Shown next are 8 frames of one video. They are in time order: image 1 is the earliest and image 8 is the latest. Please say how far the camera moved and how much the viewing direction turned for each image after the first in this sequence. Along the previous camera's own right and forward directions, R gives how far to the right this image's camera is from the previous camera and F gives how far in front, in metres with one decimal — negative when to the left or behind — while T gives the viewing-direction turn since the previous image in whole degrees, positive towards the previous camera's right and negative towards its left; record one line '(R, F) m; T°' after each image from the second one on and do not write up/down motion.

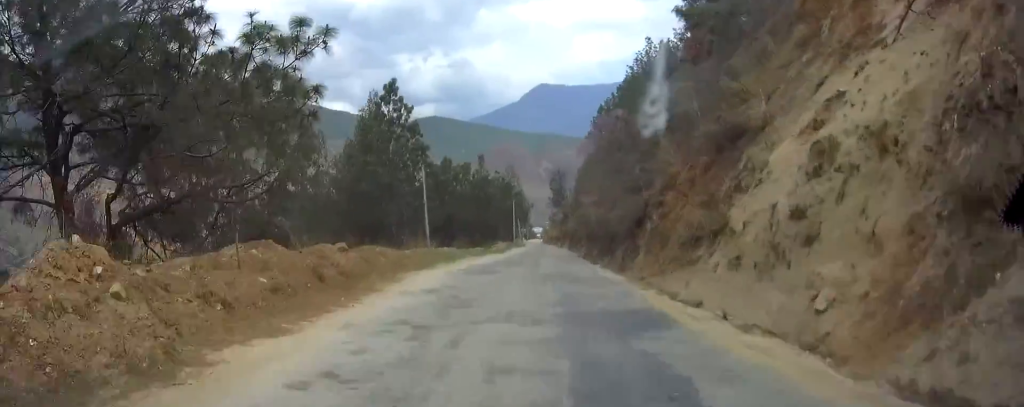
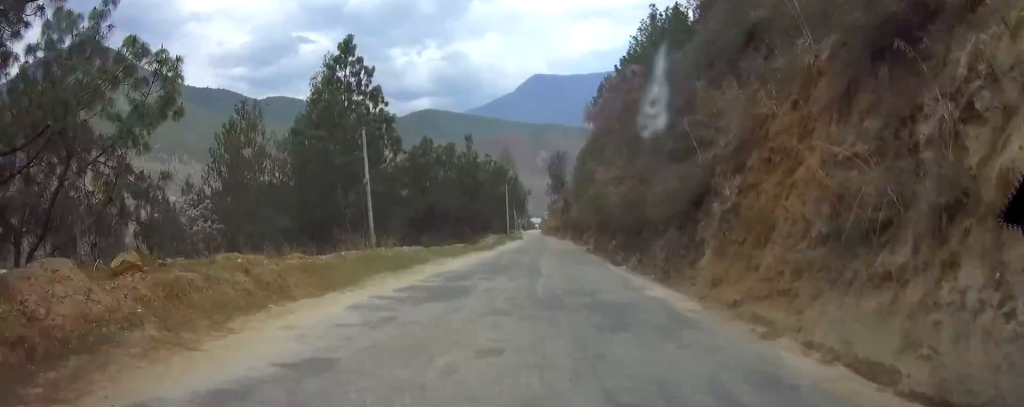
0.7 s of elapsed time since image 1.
(0.0, +10.5) m; 0°
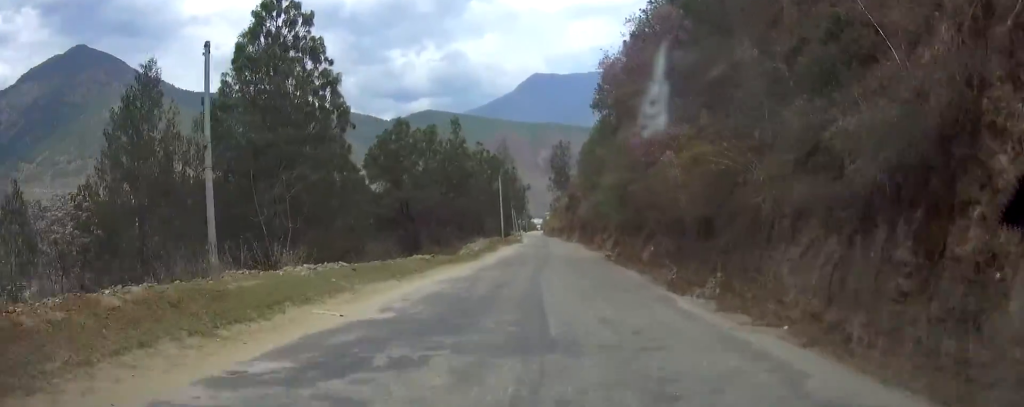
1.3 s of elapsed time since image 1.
(0.0, +11.3) m; 0°
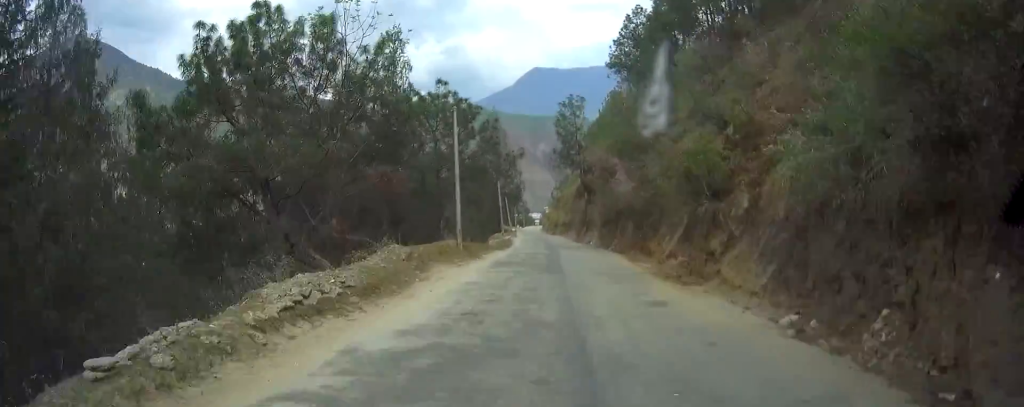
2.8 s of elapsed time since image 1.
(0.0, +26.1) m; 0°
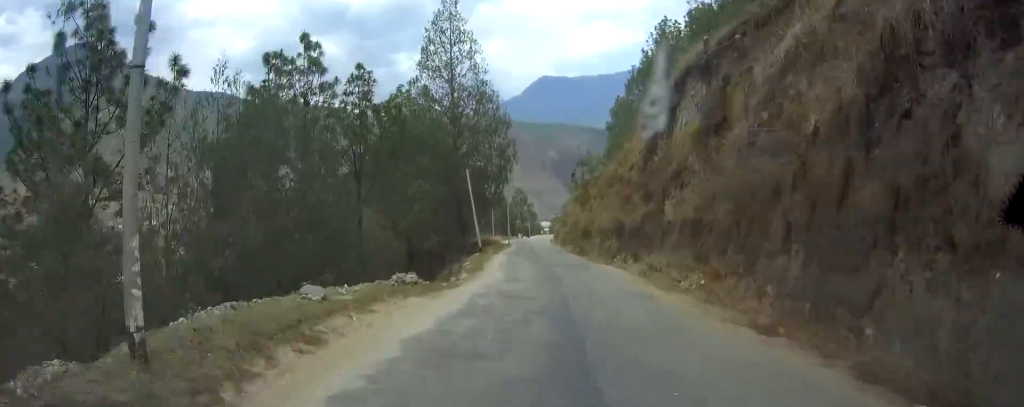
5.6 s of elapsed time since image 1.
(0.0, +55.8) m; 0°
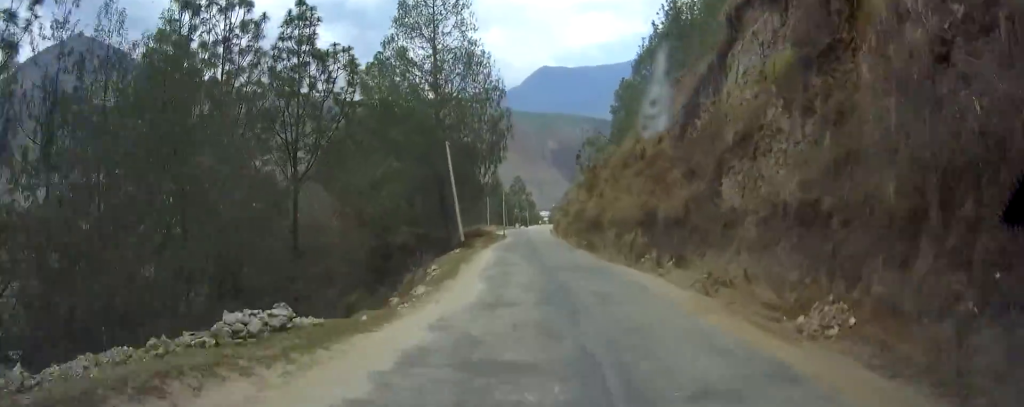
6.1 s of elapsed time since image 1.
(0.0, +8.5) m; 0°
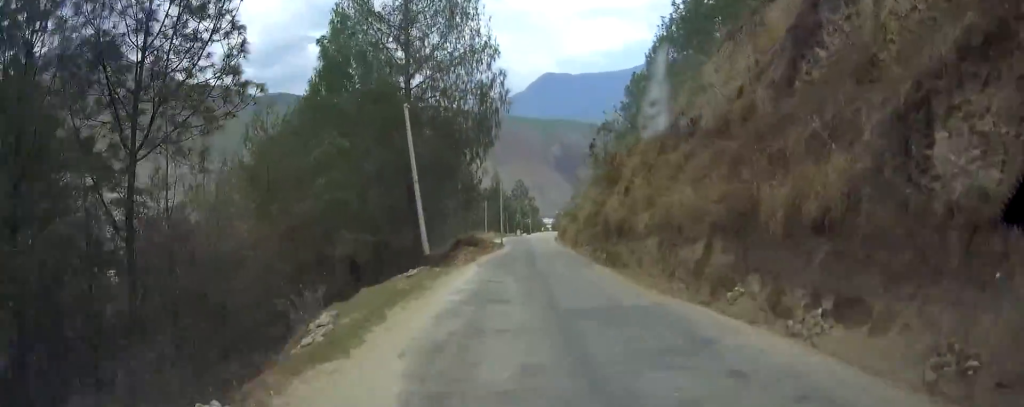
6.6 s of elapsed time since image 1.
(0.0, +10.5) m; 0°
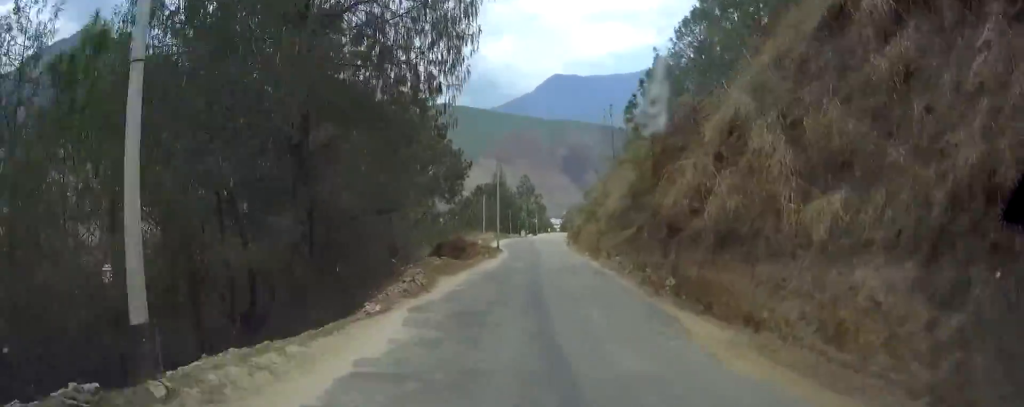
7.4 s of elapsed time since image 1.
(0.0, +15.0) m; 0°
